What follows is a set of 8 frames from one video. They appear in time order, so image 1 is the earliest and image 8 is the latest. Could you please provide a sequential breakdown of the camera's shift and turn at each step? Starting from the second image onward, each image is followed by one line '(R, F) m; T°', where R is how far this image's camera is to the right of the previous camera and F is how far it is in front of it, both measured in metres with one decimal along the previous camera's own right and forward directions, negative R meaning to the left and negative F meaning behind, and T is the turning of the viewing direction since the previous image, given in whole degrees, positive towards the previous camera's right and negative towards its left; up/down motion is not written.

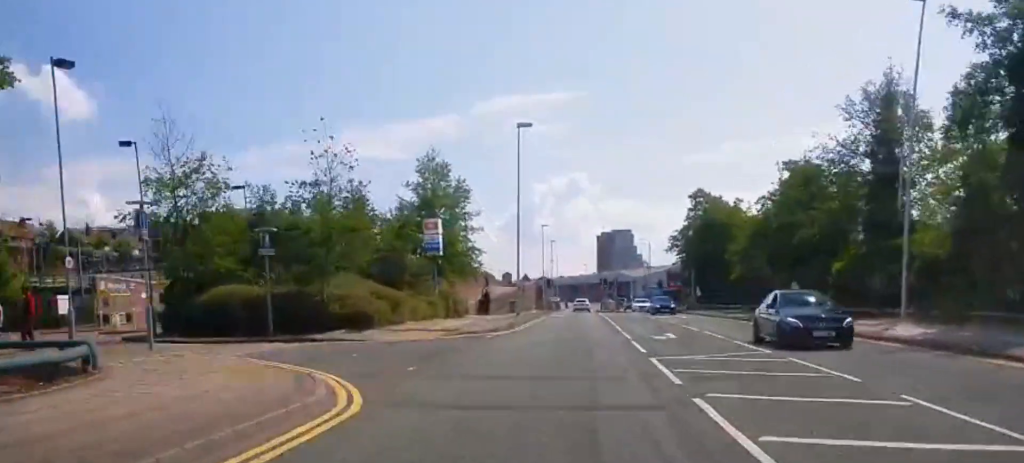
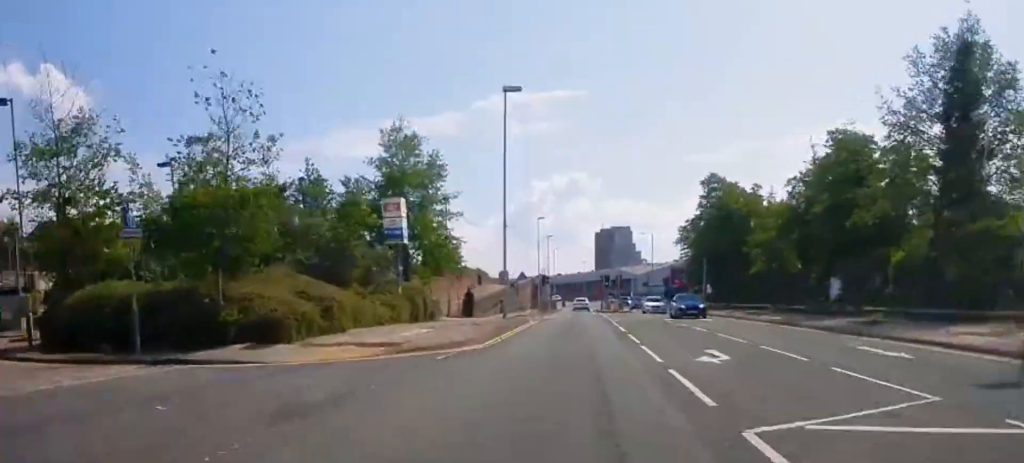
(0.0, +8.2) m; 0°
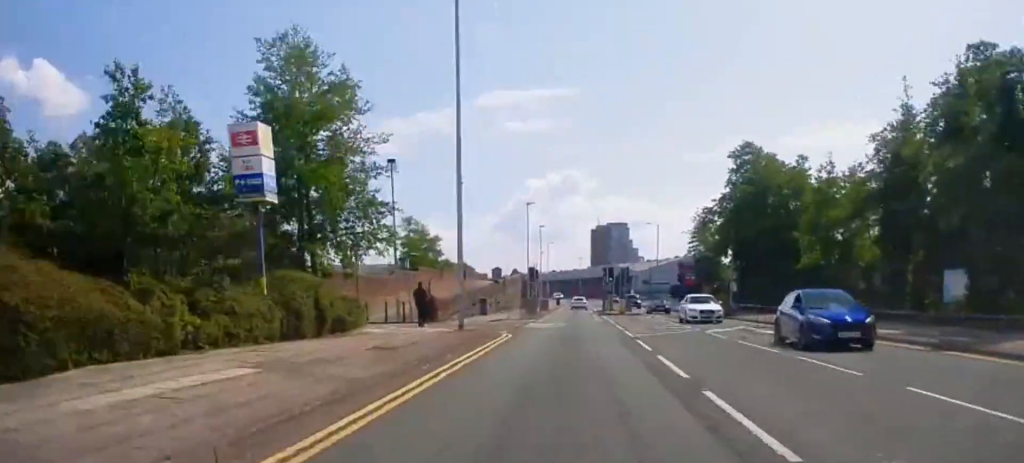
(0.0, +15.0) m; 0°
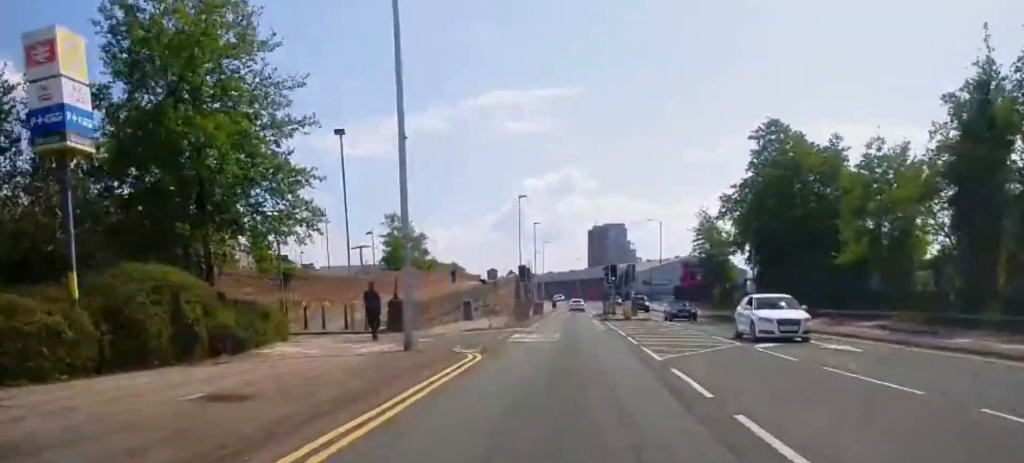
(0.0, +8.2) m; 0°
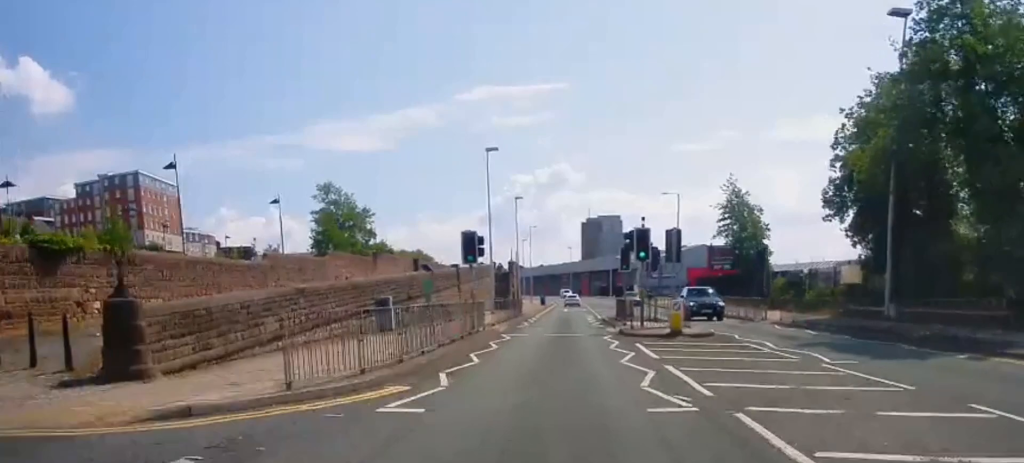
(+0.3, +24.1) m; +1°
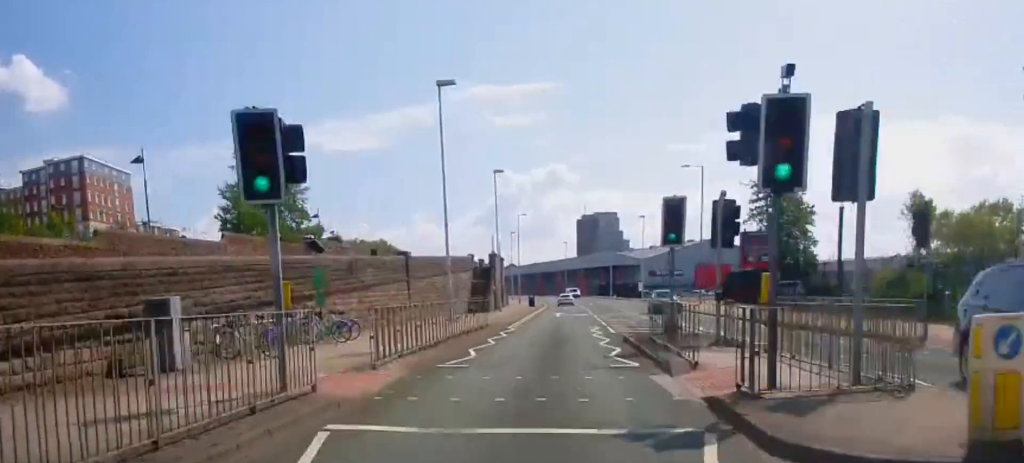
(+0.1, +18.0) m; 0°
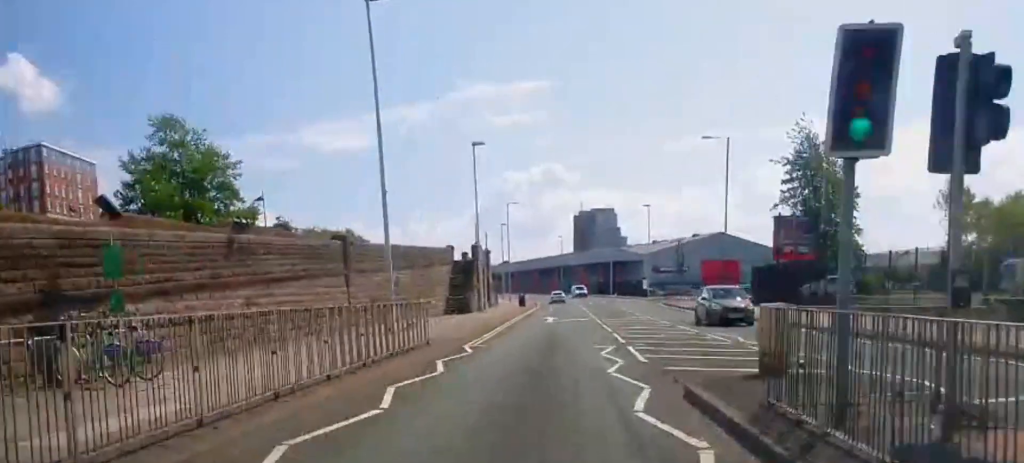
(0.0, +12.5) m; 0°
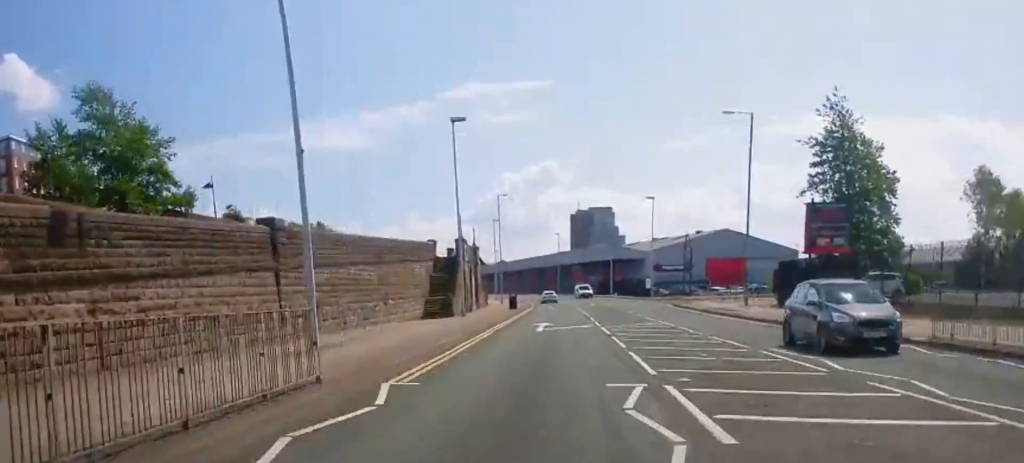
(0.0, +8.3) m; 0°
